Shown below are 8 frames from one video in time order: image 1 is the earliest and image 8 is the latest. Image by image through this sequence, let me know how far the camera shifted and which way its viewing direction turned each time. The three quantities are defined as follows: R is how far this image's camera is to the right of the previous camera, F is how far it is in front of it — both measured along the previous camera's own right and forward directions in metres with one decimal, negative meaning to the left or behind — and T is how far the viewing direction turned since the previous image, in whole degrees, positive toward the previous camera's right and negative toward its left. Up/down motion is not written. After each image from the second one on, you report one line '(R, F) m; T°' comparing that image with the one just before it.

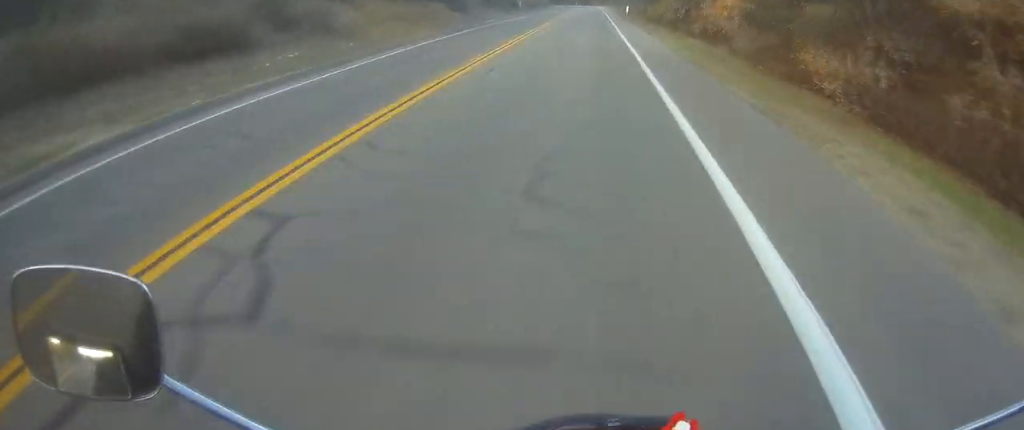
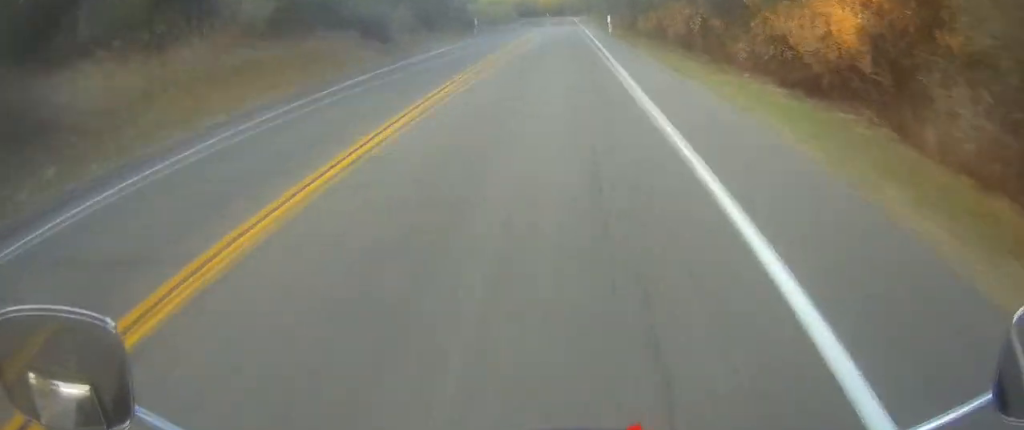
(+0.2, +14.4) m; +1°
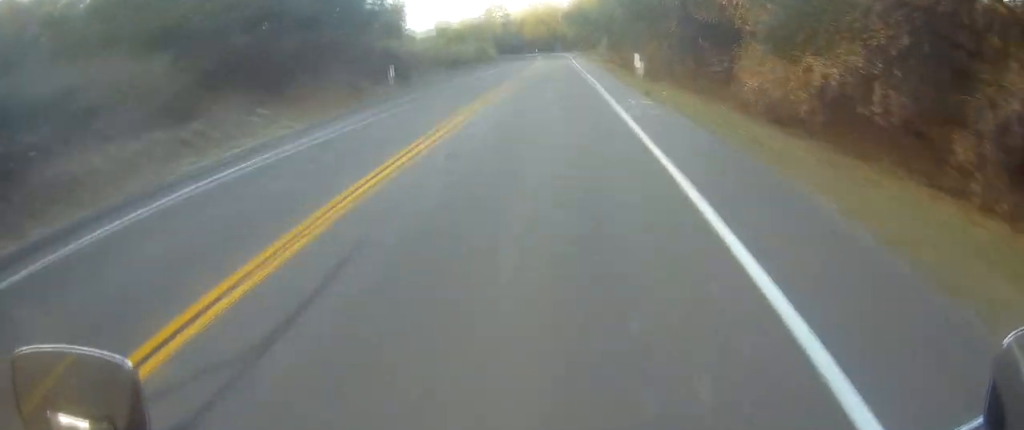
(+0.3, +27.8) m; 0°
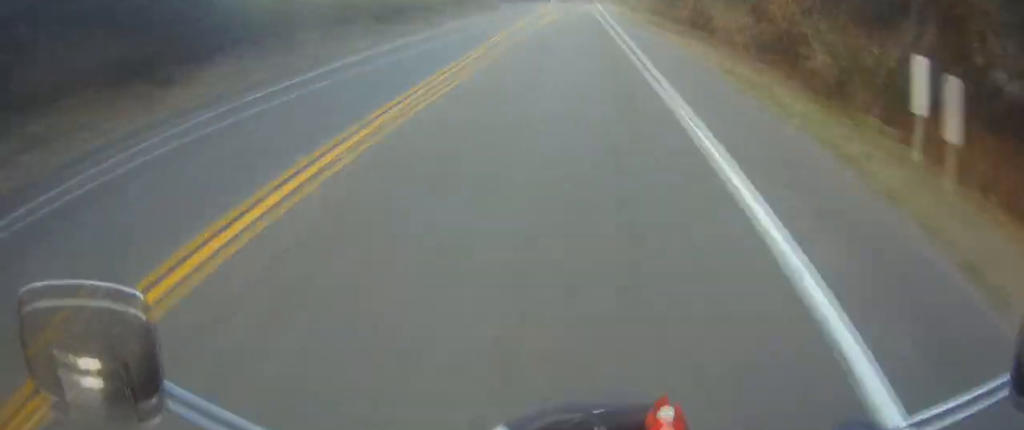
(-0.2, +27.3) m; -1°
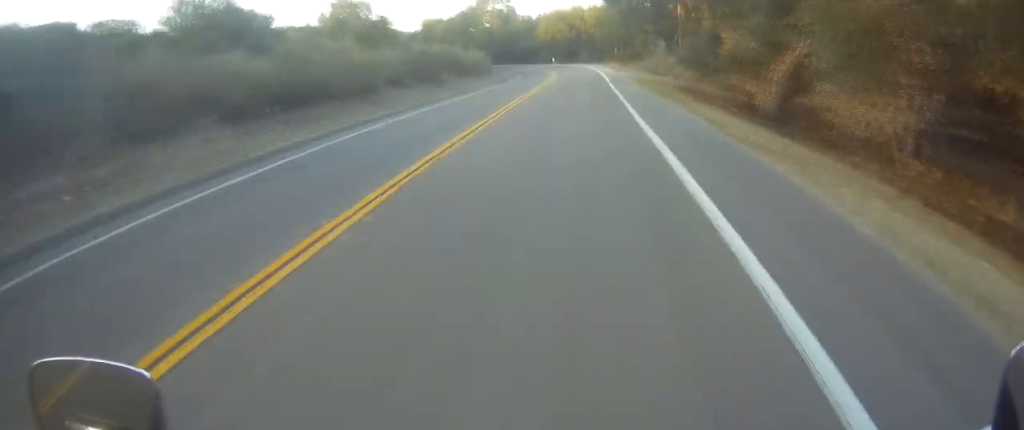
(-0.1, +14.7) m; 0°
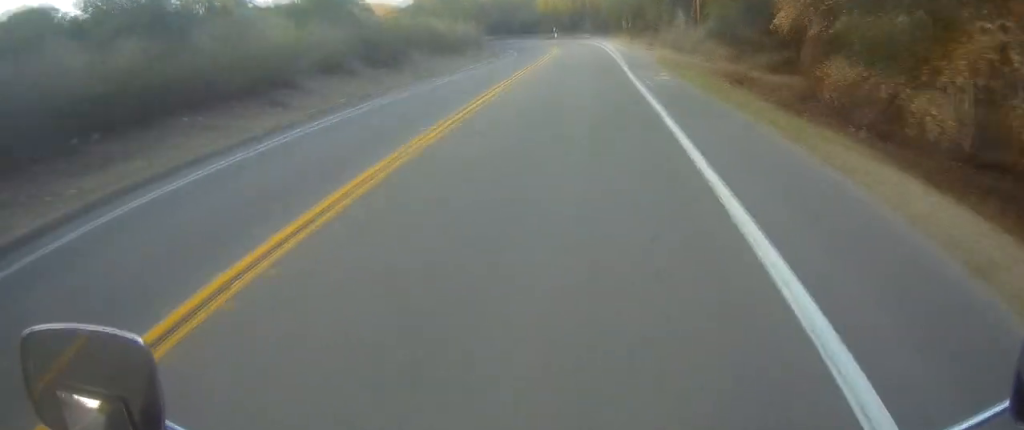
(0.0, +10.3) m; 0°
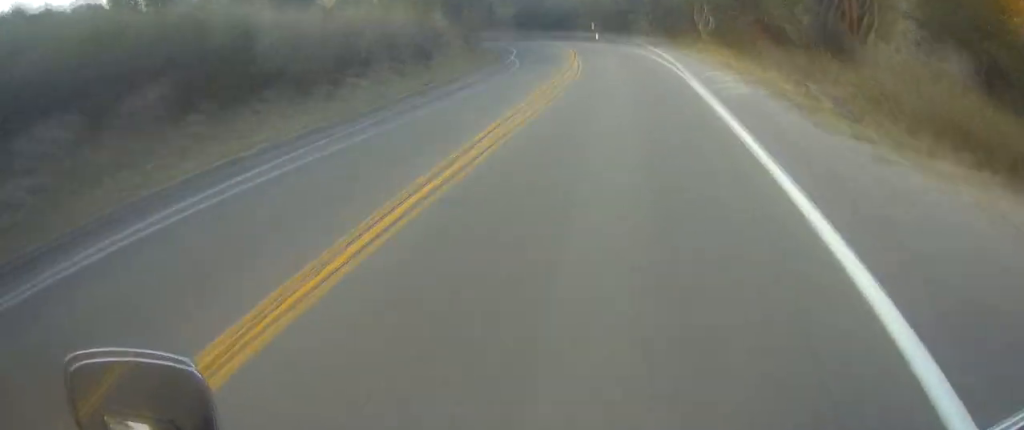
(0.0, +33.5) m; 0°
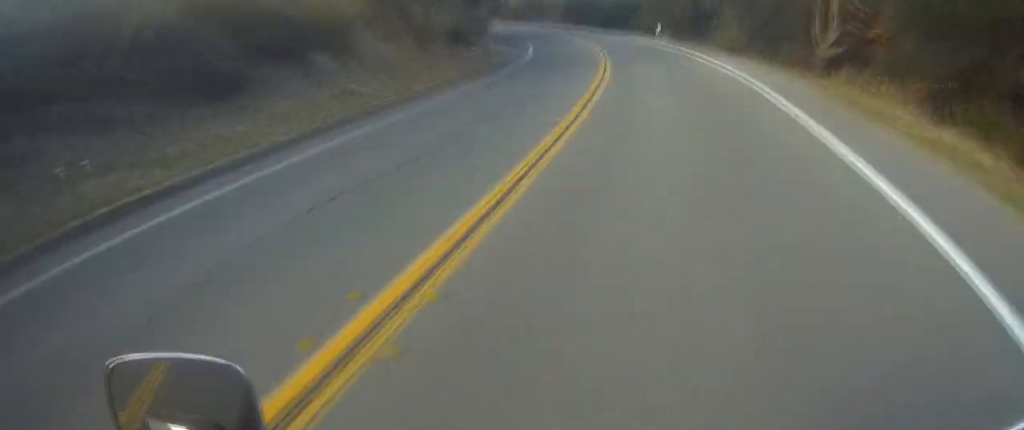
(-0.1, +20.0) m; -4°
